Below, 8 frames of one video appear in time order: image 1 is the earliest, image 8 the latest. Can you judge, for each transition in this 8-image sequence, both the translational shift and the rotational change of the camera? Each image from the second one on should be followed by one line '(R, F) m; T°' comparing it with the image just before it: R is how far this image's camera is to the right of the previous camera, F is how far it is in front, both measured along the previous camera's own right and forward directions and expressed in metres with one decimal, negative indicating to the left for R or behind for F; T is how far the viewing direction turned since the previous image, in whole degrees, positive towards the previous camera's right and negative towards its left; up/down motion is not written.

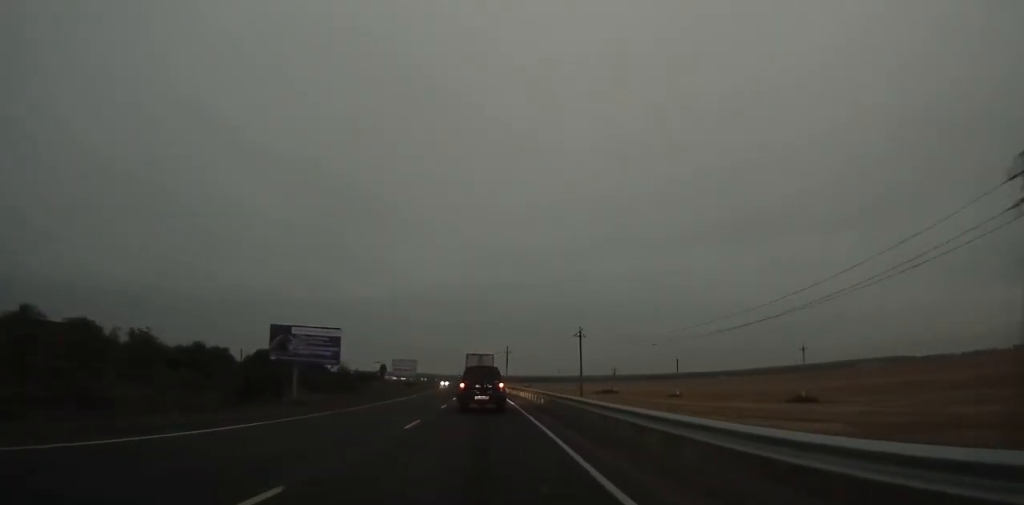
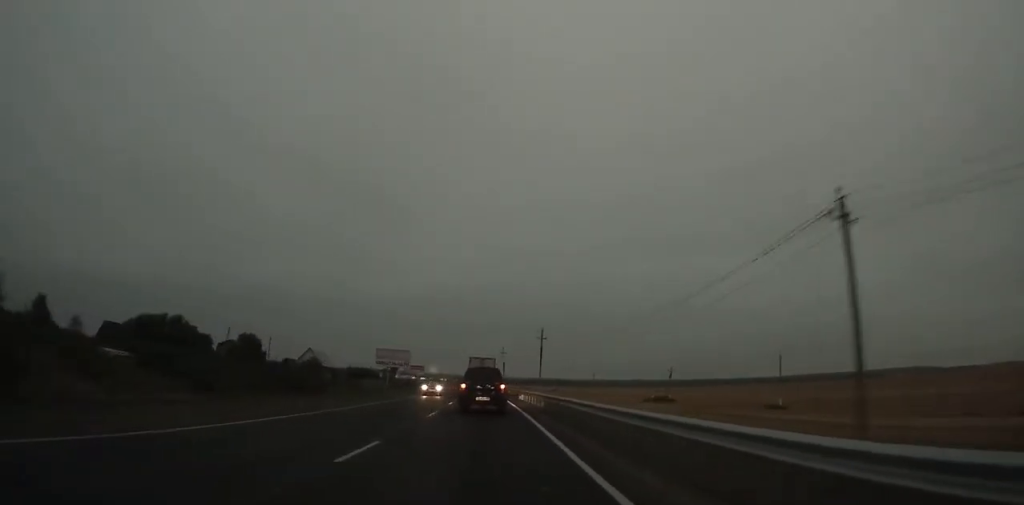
(-0.5, +42.5) m; -2°
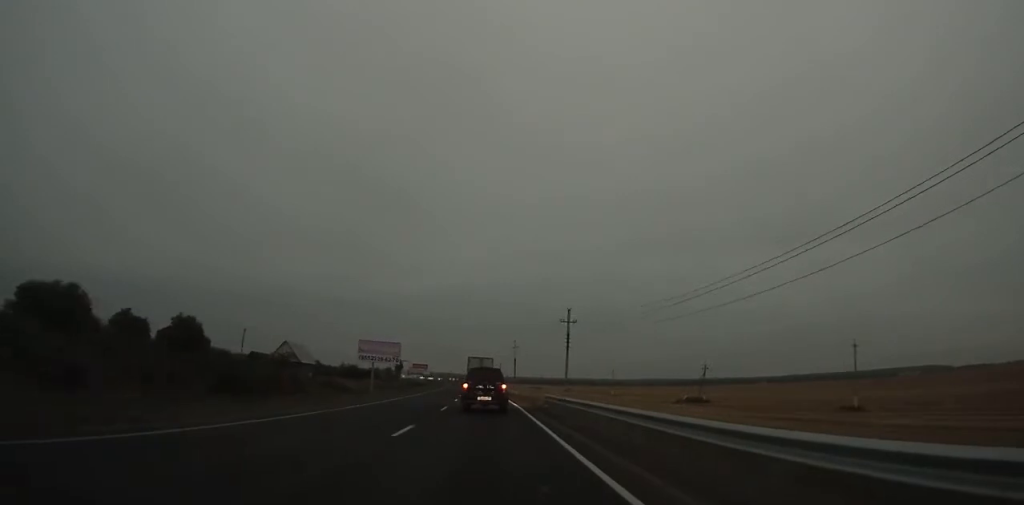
(0.0, +19.7) m; -1°
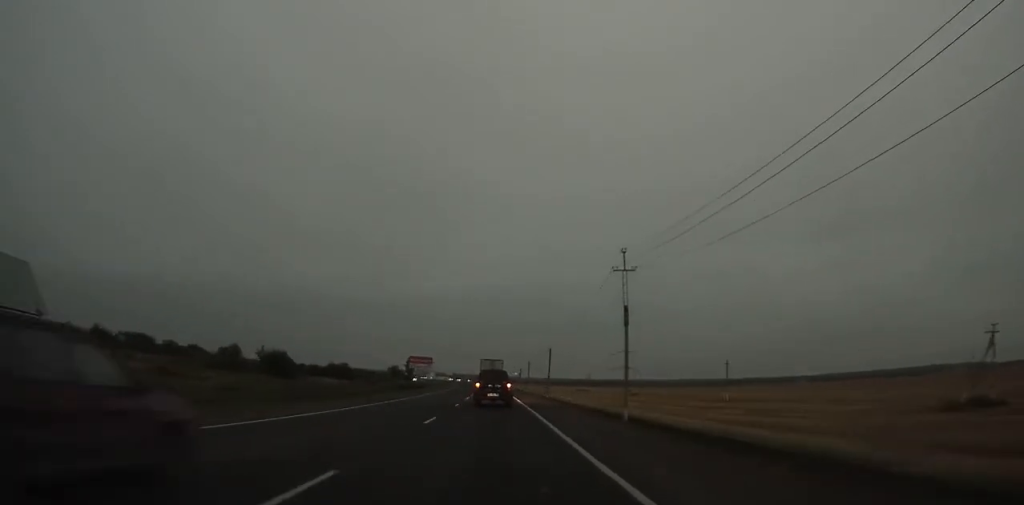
(-2.4, +81.1) m; -3°
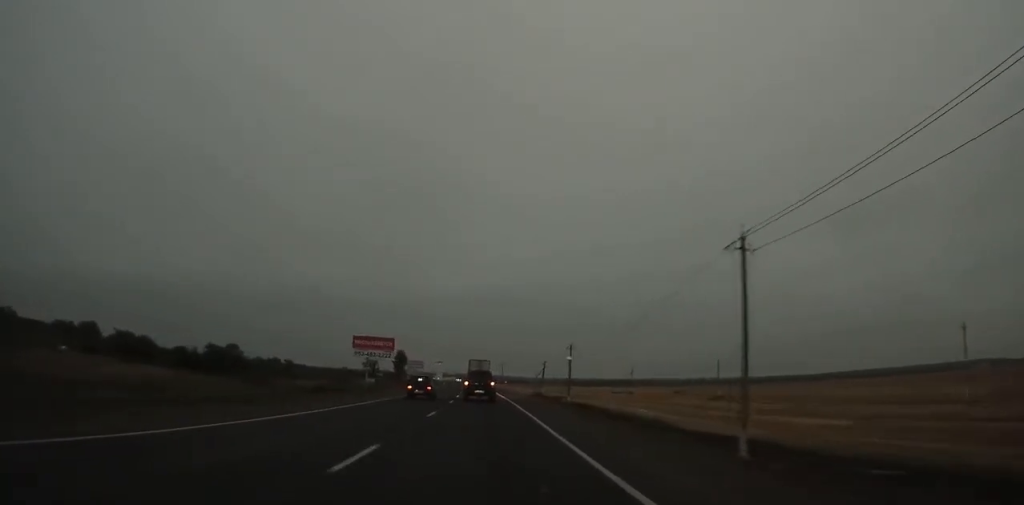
(-1.1, +70.0) m; -2°
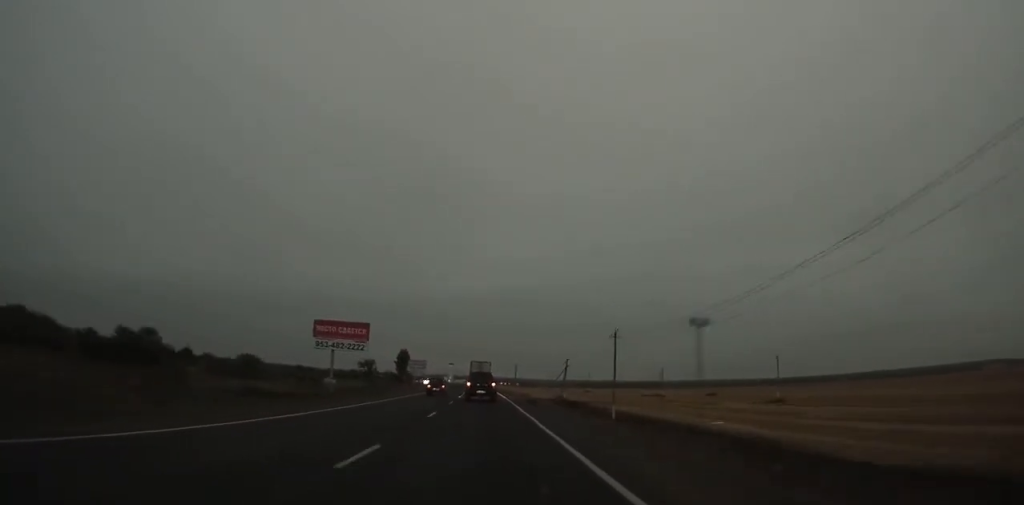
(-0.3, +24.4) m; -1°
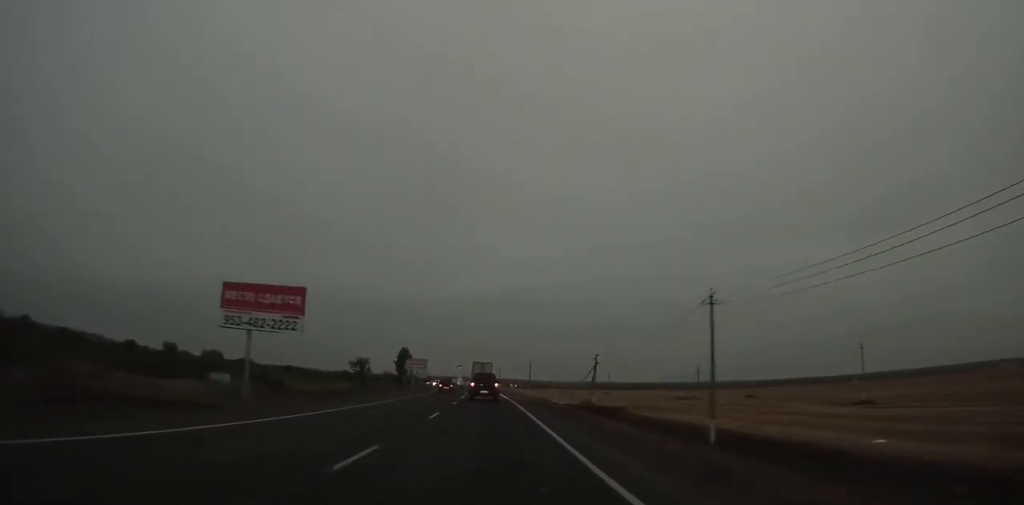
(0.0, +24.5) m; -1°
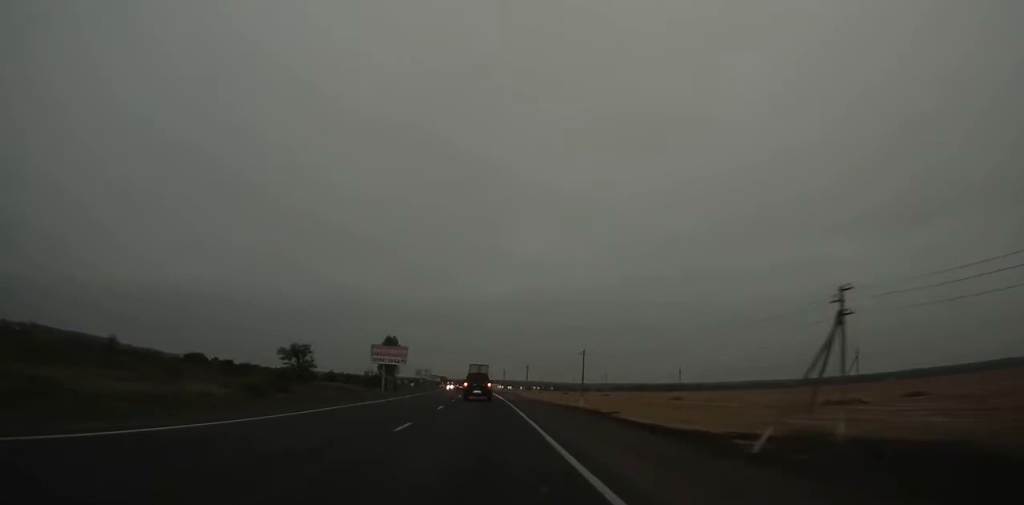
(-1.1, +65.6) m; -2°
